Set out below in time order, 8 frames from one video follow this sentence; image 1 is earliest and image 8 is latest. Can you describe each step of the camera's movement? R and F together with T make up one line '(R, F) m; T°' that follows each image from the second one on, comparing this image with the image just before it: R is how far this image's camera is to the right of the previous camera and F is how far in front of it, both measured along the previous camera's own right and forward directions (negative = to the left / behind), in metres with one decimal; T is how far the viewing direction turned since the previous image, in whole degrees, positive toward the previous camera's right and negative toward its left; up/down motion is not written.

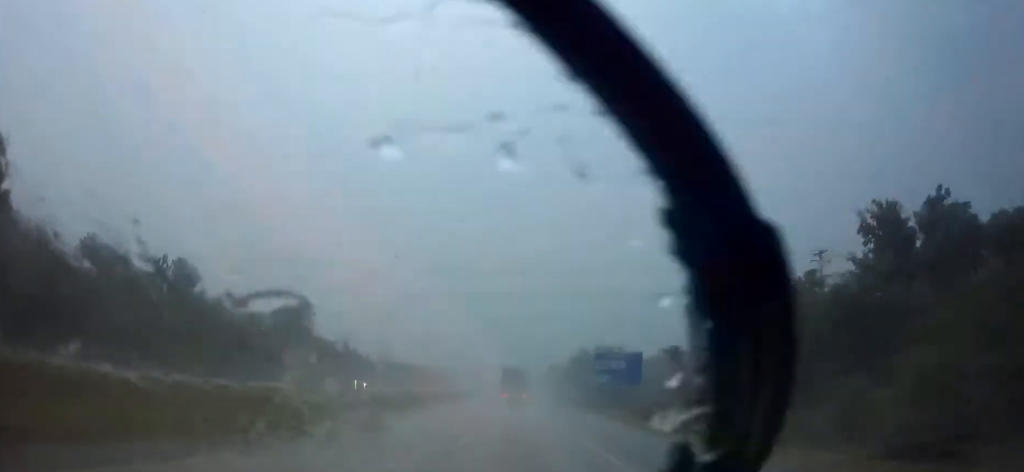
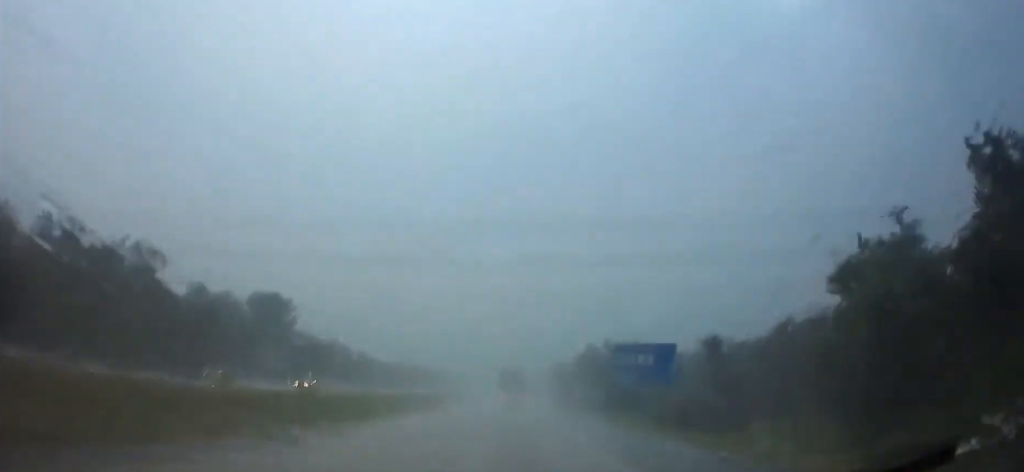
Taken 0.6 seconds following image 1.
(0.0, +14.9) m; 0°
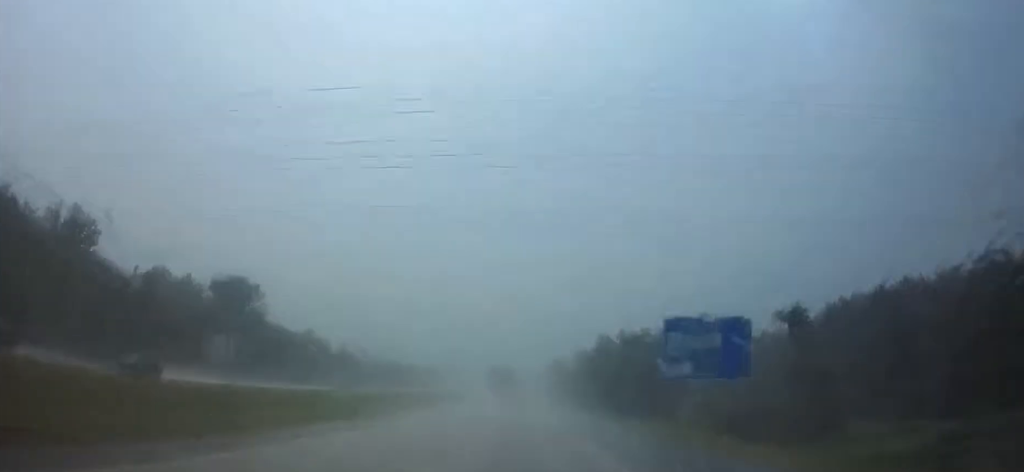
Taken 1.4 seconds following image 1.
(0.0, +19.0) m; 0°
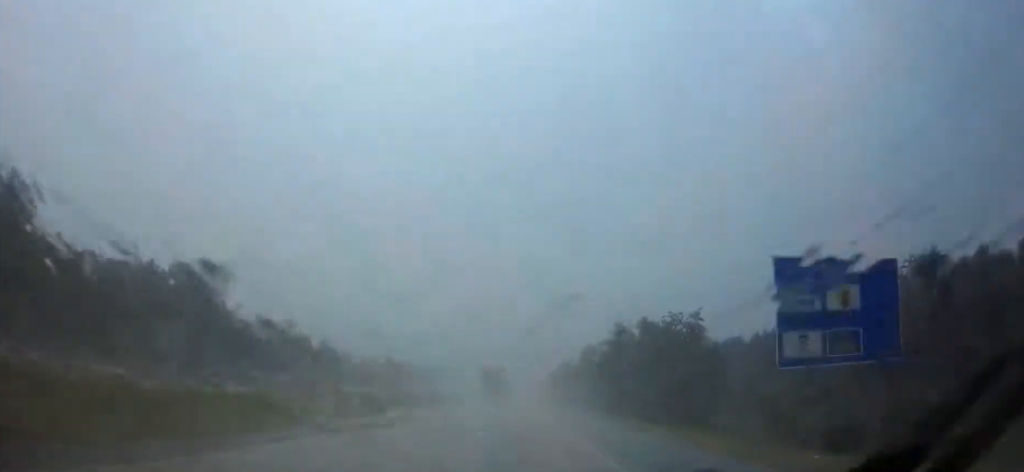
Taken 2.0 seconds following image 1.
(+0.1, +16.5) m; 0°
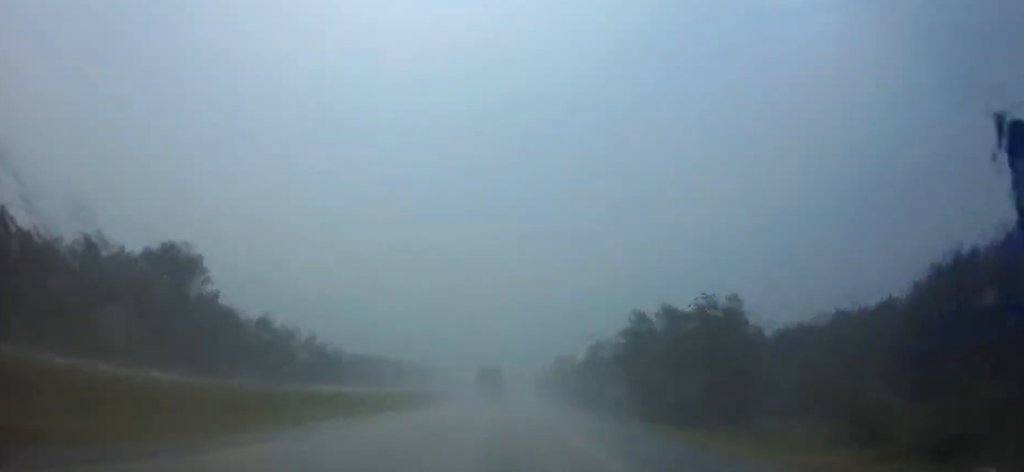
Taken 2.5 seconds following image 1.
(0.0, +12.1) m; 0°
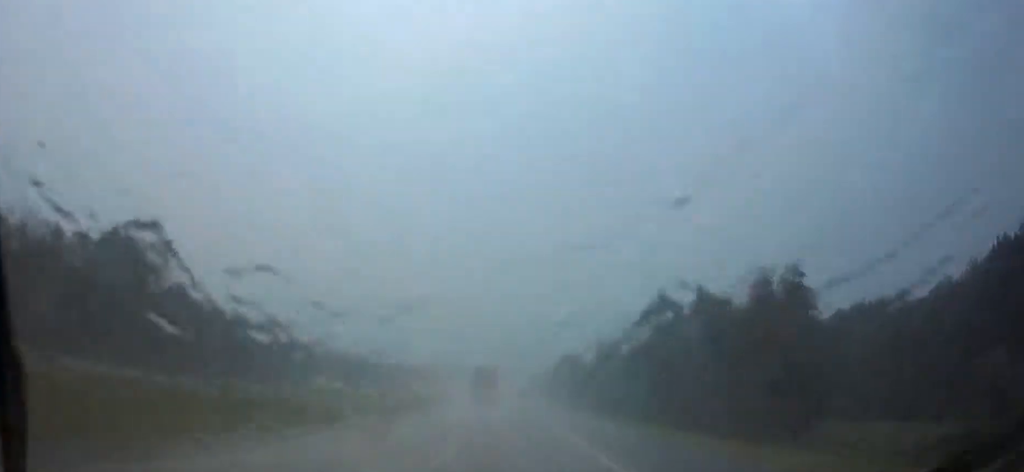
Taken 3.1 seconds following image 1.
(0.0, +12.9) m; 0°
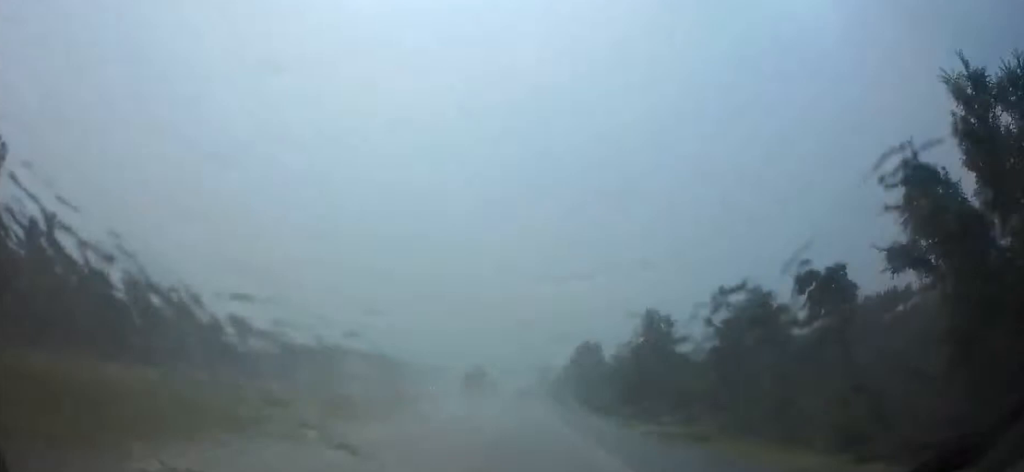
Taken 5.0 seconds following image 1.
(-0.1, +43.0) m; 0°
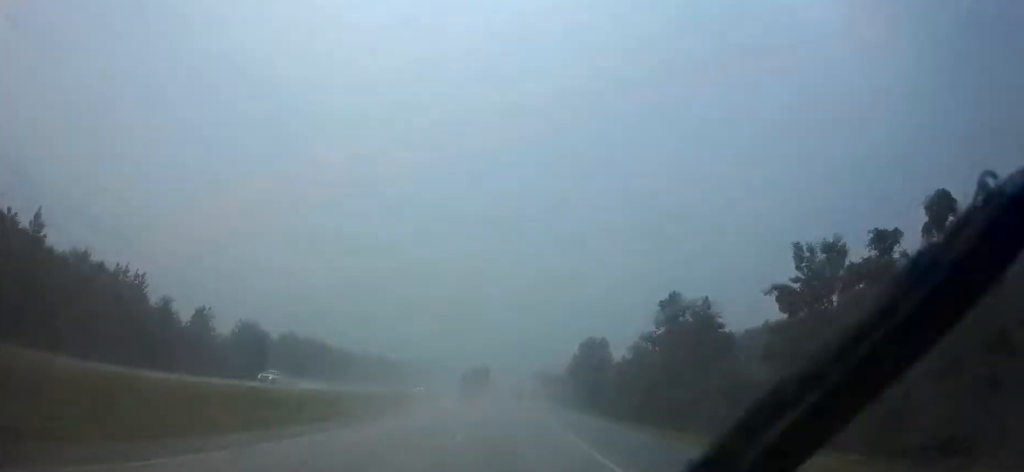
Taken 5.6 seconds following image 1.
(+0.1, +12.0) m; 0°
